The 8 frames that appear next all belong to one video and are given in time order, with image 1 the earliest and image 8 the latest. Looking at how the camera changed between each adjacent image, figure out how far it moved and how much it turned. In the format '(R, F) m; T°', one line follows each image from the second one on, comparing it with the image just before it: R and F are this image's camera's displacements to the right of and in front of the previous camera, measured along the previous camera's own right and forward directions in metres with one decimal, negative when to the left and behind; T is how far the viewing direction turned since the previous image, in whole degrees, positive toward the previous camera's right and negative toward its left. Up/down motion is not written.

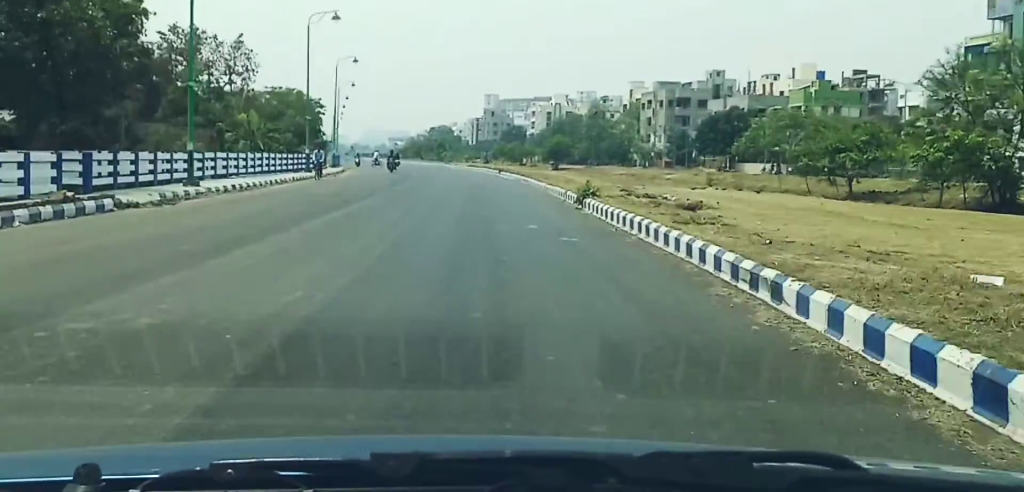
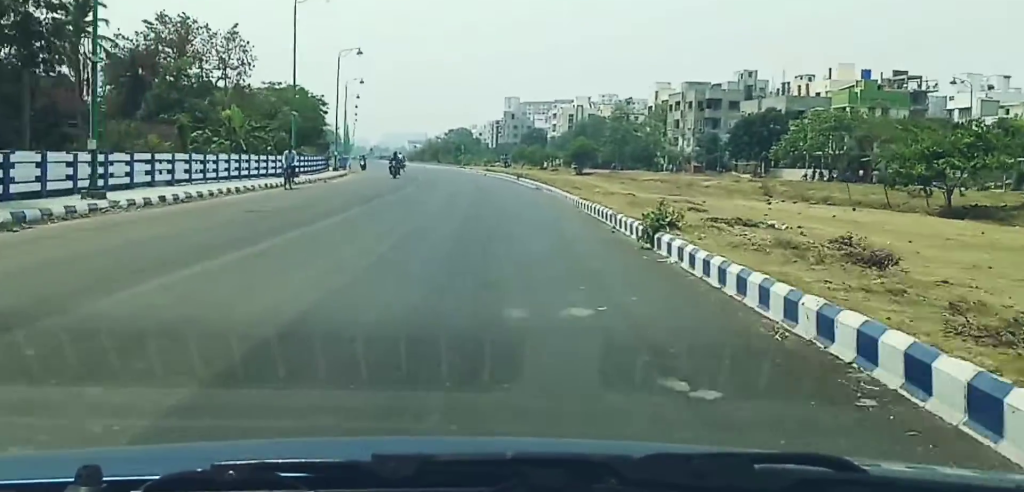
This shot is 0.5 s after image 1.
(+0.1, +9.1) m; 0°
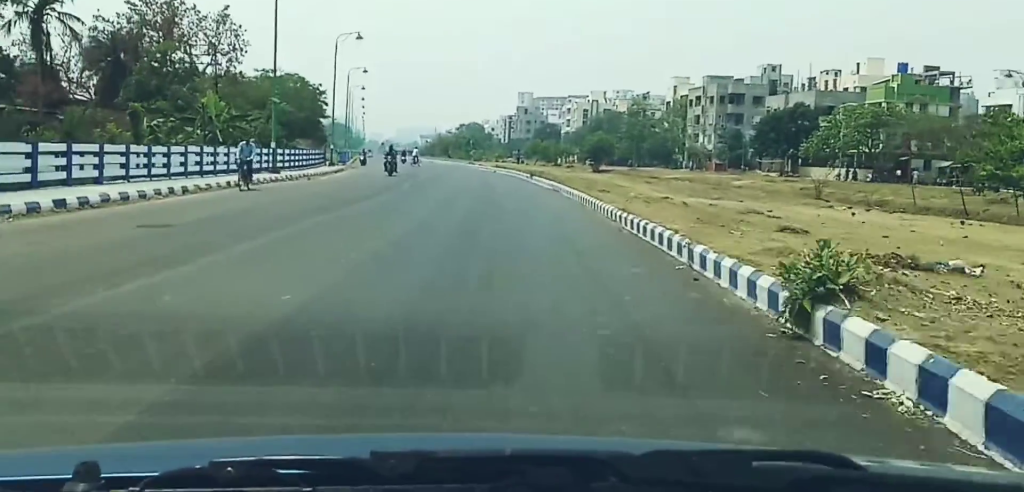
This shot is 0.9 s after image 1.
(+0.1, +7.5) m; 0°
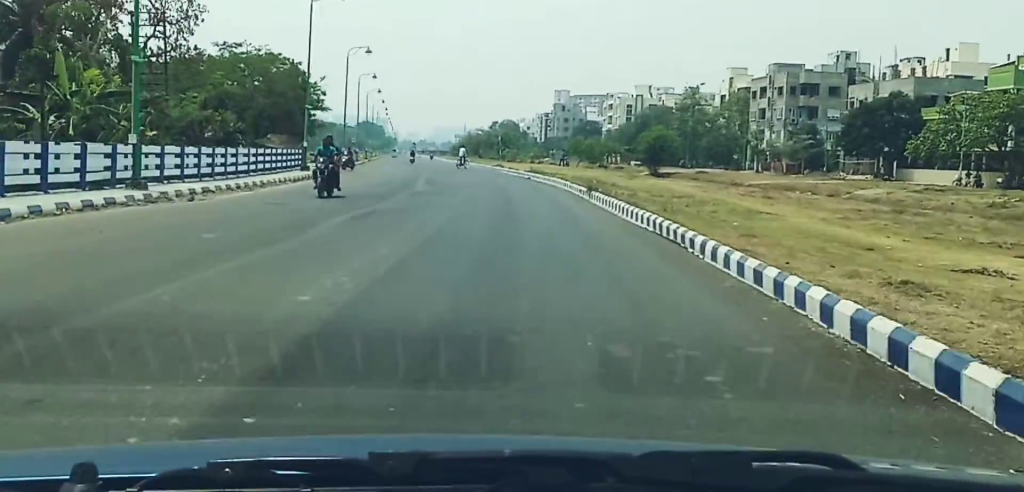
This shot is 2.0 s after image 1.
(-0.4, +18.3) m; -4°
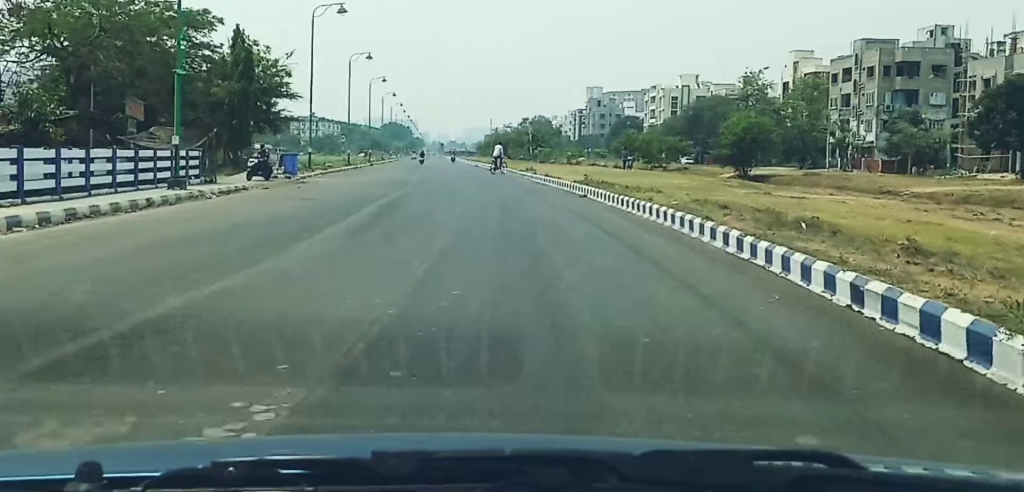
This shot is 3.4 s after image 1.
(-1.0, +22.1) m; -3°
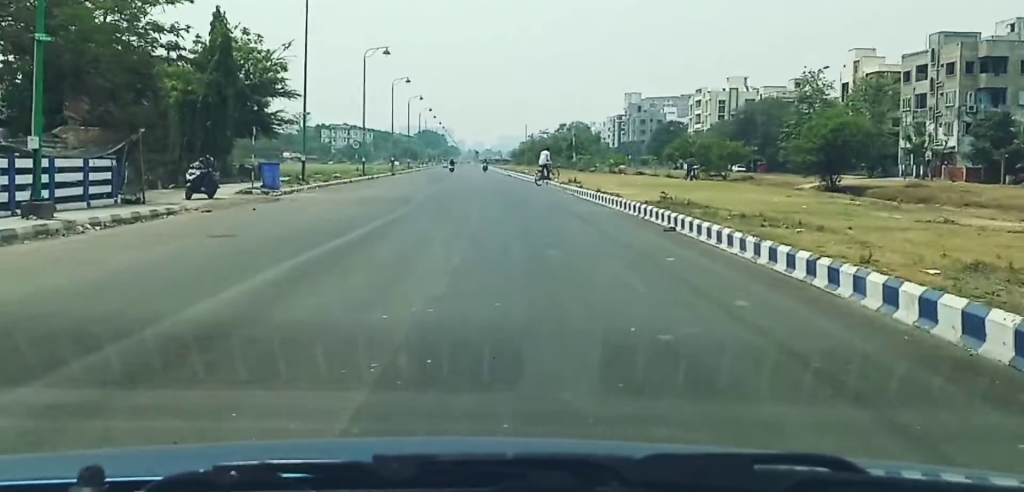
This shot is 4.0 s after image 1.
(0.0, +9.6) m; -1°
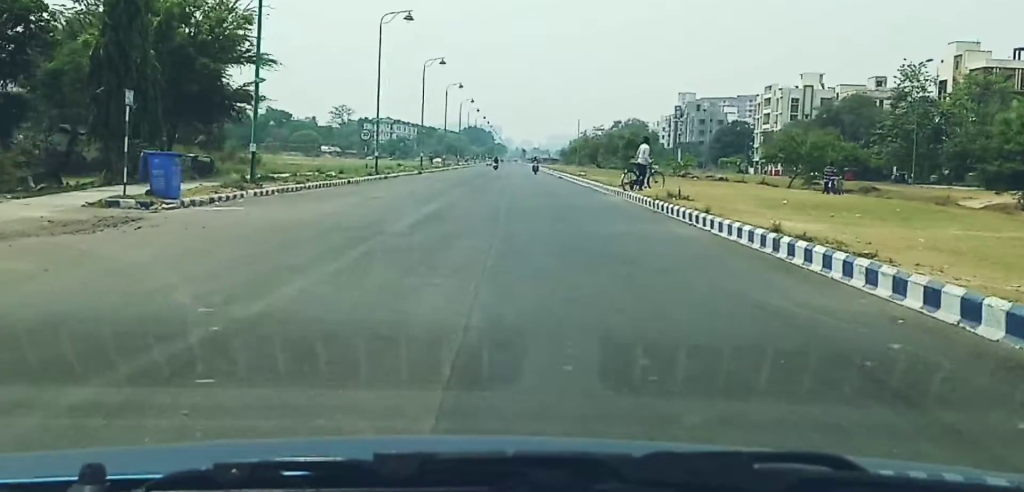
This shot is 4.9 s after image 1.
(-0.2, +17.3) m; 0°
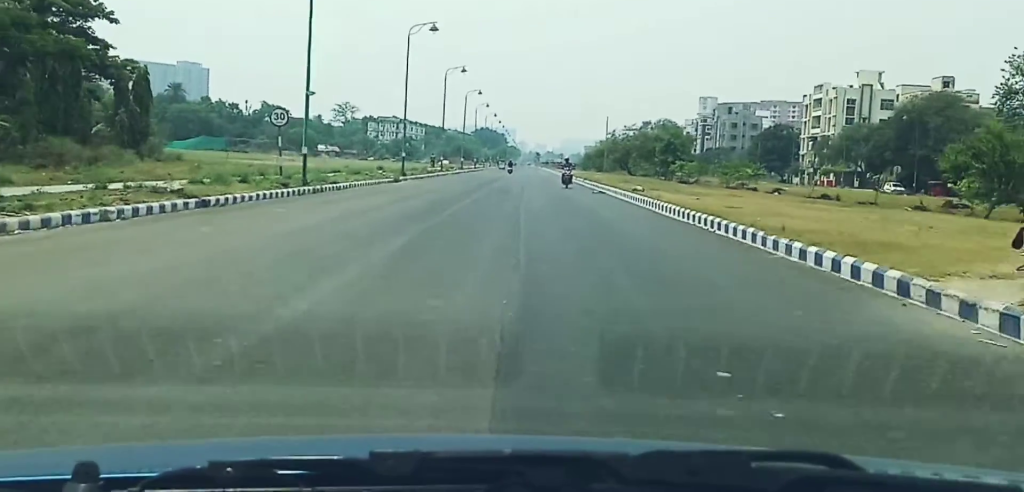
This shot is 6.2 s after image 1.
(+0.1, +19.4) m; 0°
